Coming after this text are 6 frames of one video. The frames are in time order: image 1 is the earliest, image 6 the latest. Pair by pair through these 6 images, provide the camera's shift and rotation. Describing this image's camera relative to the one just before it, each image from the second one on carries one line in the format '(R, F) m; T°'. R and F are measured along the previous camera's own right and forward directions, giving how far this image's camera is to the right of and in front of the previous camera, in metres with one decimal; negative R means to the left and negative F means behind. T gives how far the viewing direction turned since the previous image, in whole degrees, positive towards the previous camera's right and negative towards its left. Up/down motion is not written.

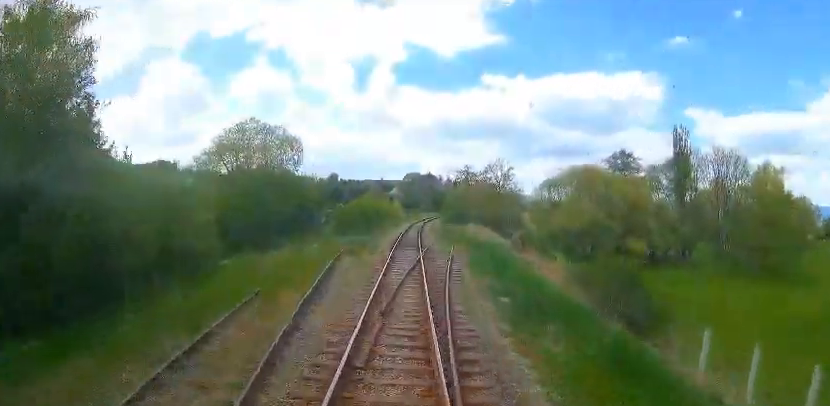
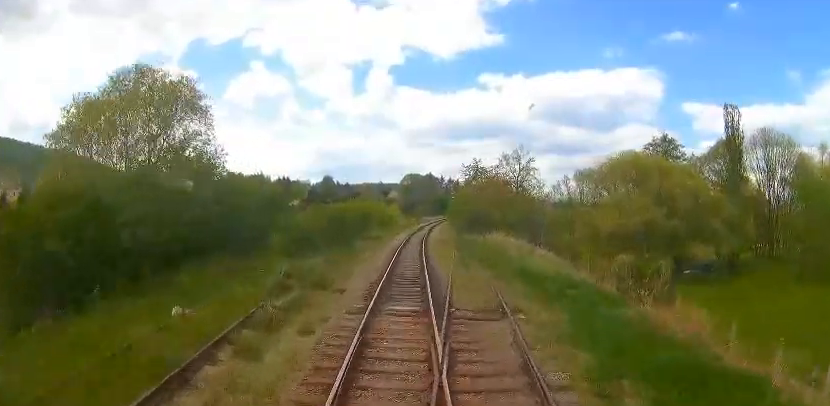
(+0.2, +15.2) m; 0°
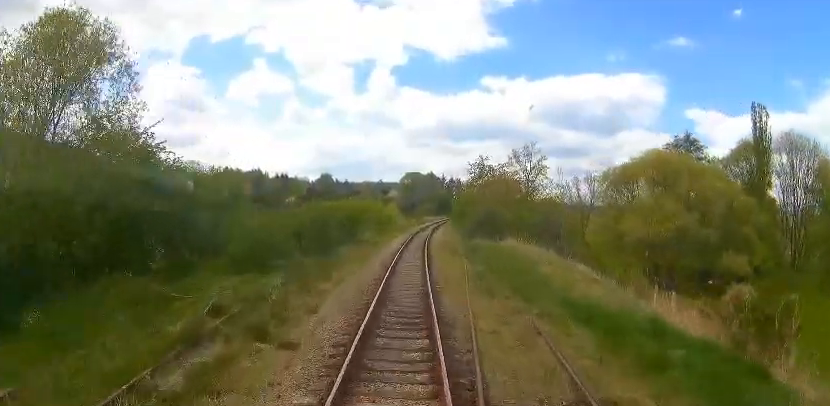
(0.0, +5.9) m; 0°
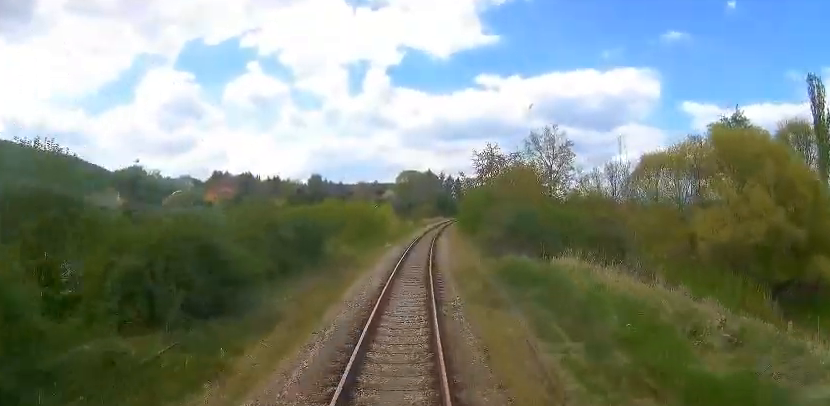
(0.0, +12.2) m; 0°
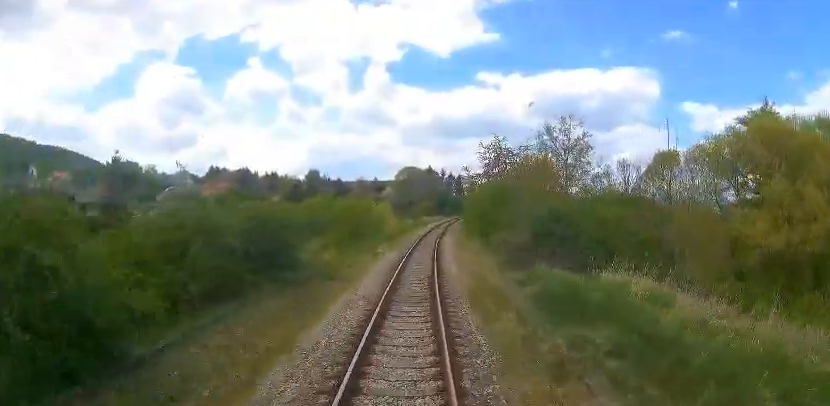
(0.0, +5.2) m; 0°
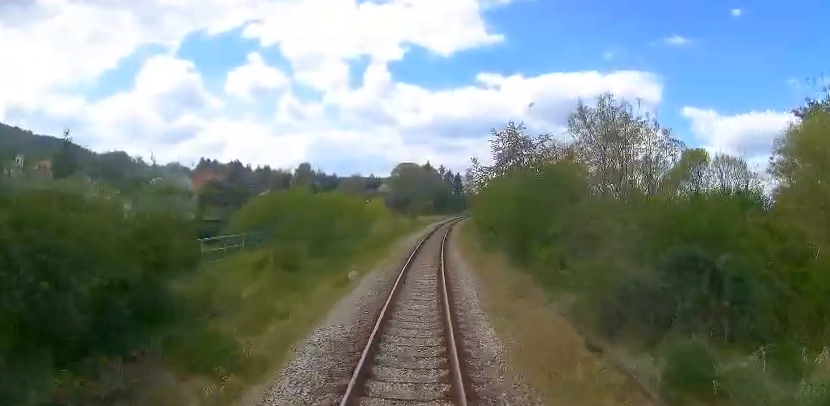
(0.0, +10.0) m; -1°
